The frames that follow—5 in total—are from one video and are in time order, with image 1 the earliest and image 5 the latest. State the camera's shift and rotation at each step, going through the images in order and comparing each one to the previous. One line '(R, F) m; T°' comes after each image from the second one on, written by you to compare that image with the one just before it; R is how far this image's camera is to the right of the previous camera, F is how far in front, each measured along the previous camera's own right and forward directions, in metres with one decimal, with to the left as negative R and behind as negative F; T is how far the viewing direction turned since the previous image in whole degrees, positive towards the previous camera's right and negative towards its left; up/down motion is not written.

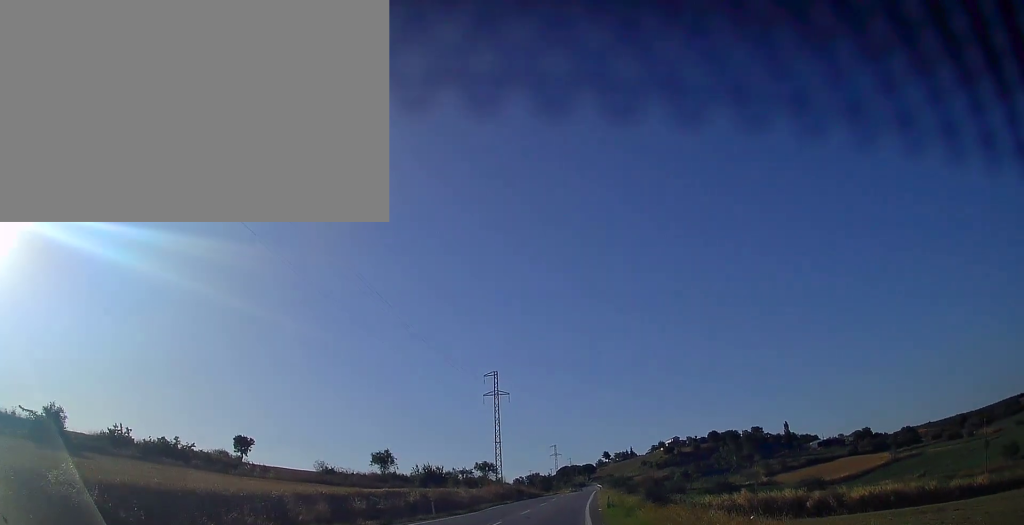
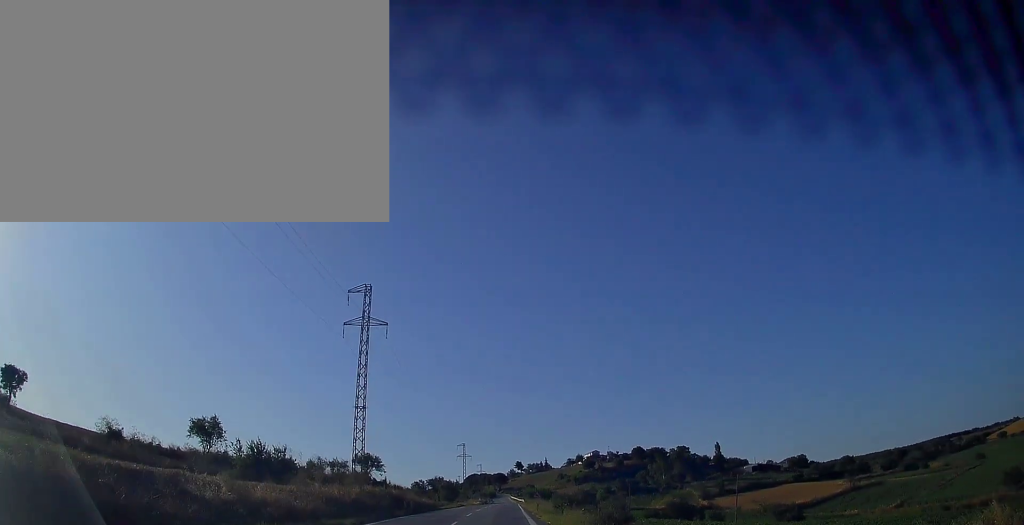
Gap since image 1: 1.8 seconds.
(+3.3, +30.7) m; +10°
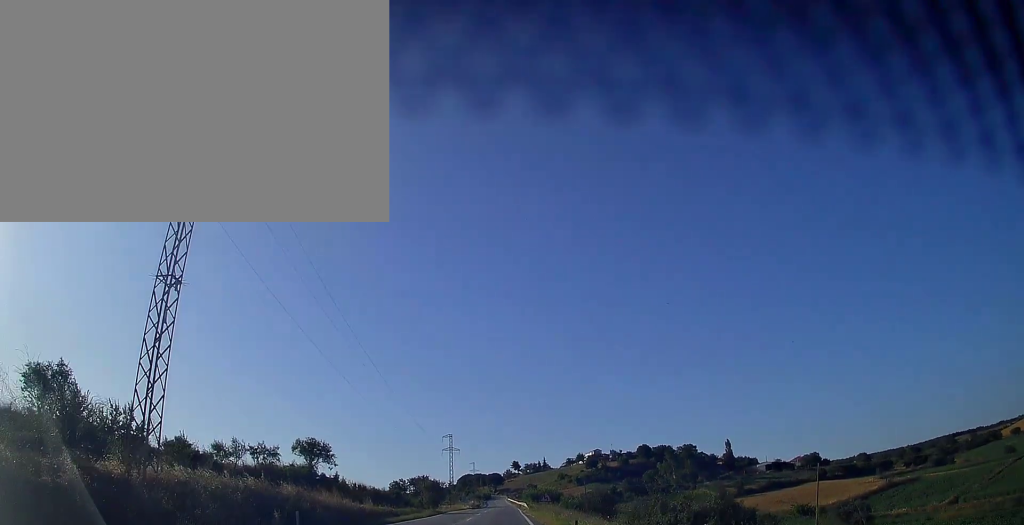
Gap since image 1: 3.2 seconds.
(+0.9, +23.4) m; +3°
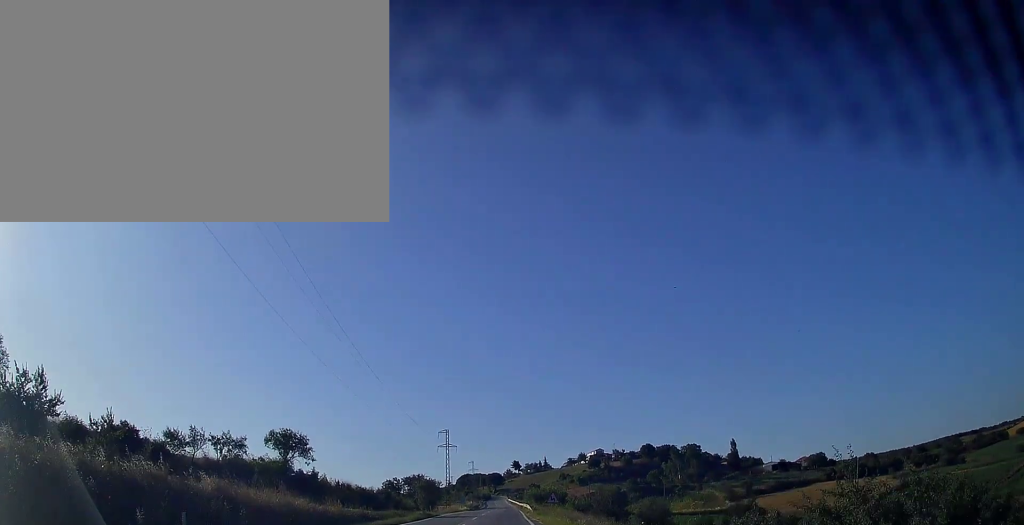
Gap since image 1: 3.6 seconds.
(-0.1, +7.4) m; 0°
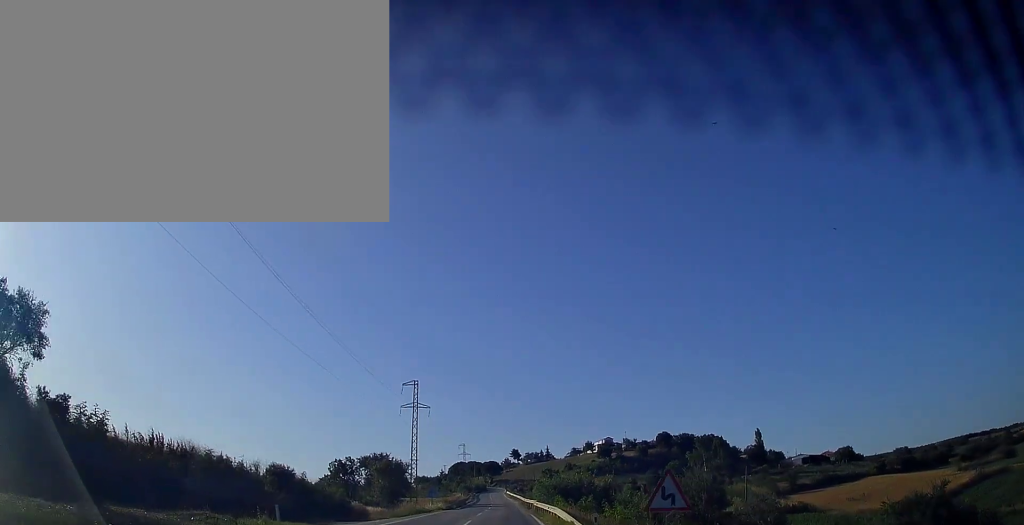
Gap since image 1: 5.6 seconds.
(0.0, +34.4) m; 0°
